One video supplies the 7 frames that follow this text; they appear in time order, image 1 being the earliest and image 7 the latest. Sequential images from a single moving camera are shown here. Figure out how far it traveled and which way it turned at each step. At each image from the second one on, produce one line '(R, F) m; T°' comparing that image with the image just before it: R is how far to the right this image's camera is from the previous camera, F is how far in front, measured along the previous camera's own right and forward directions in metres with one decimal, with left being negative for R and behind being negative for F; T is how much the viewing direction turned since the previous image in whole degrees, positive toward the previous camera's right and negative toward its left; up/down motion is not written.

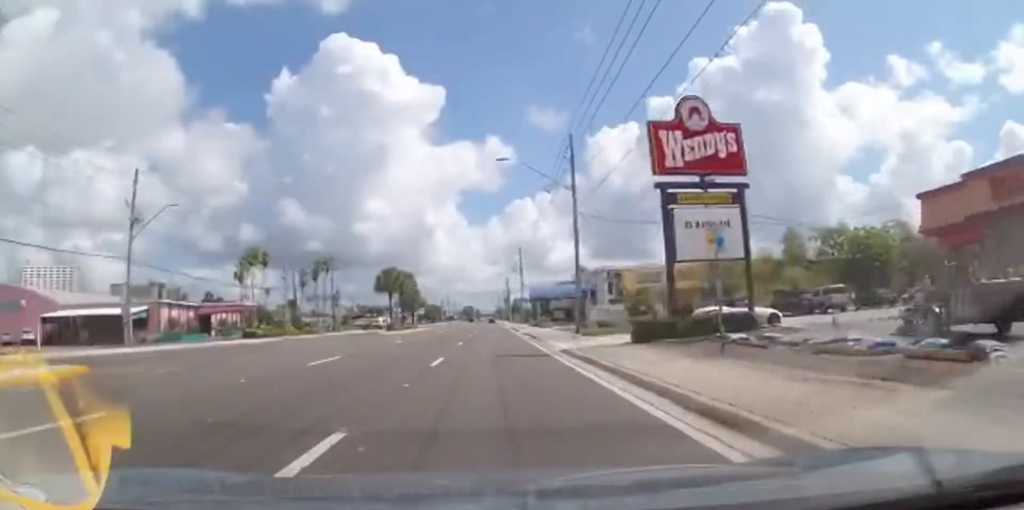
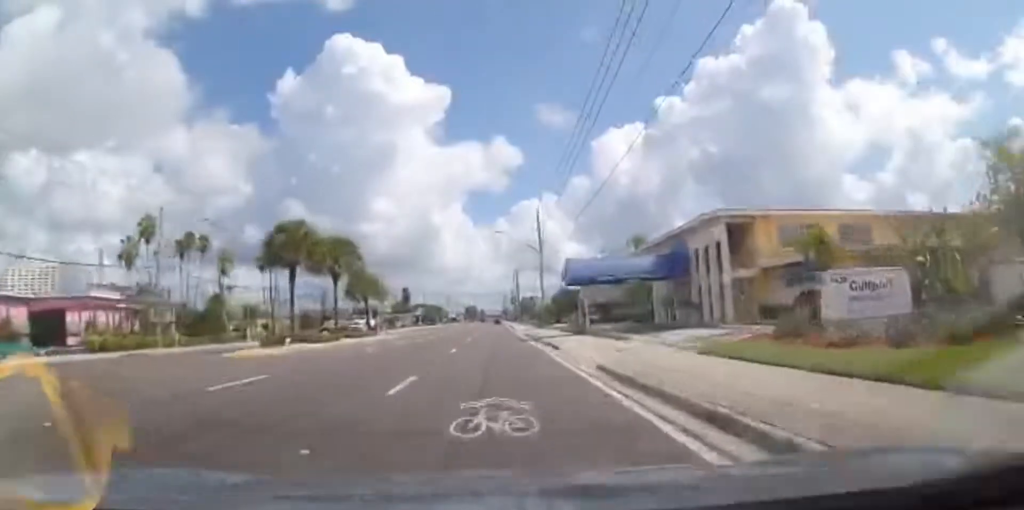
(-0.4, +31.5) m; -2°
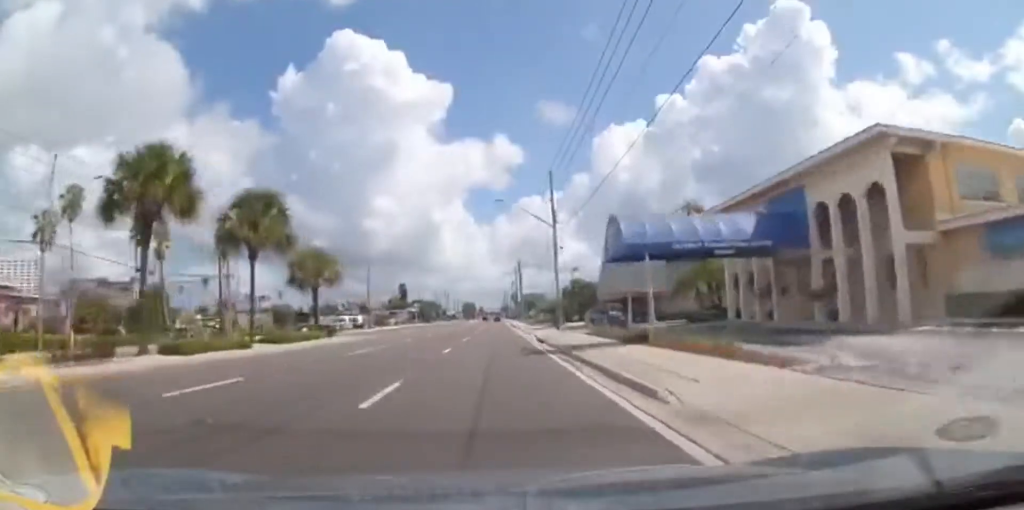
(-0.1, +14.2) m; 0°
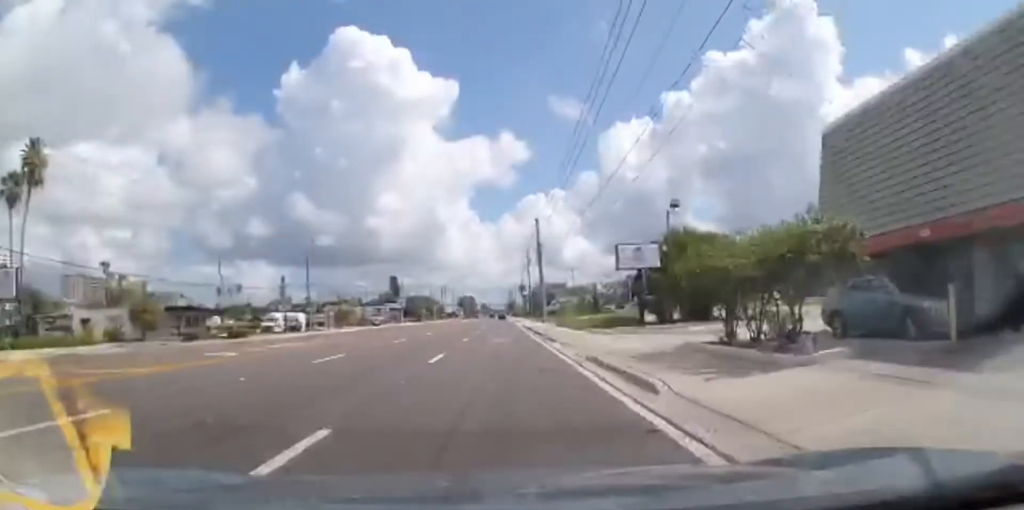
(+0.2, +43.4) m; 0°
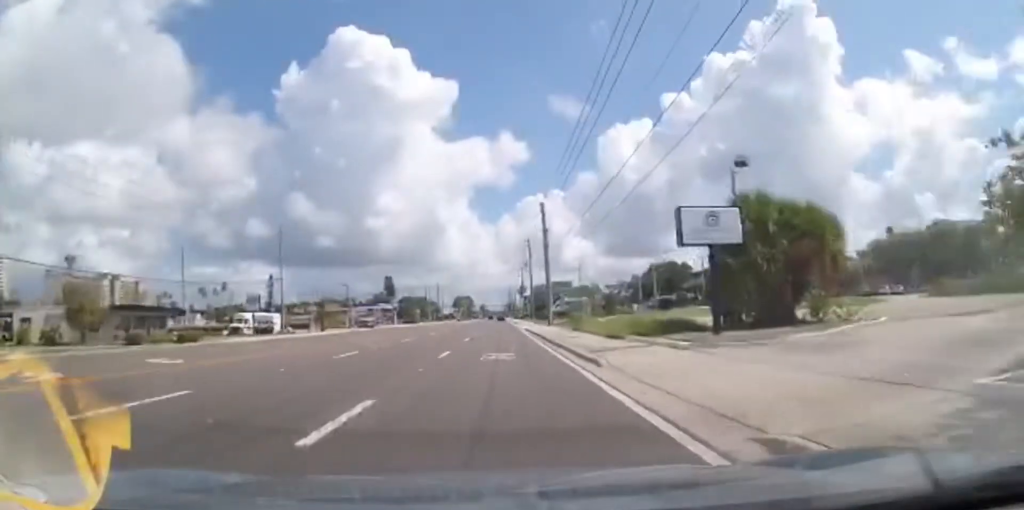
(+0.1, +10.4) m; 0°
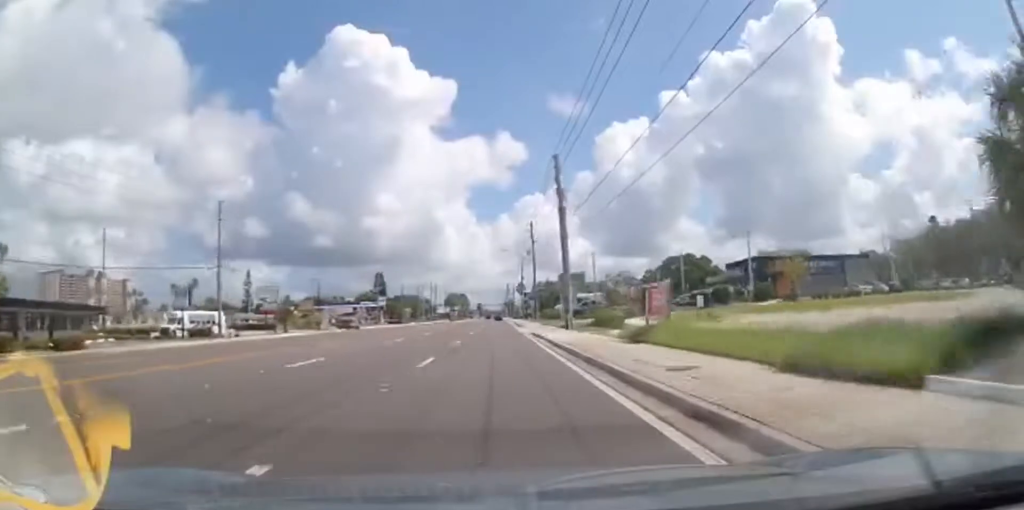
(-0.1, +16.9) m; 0°
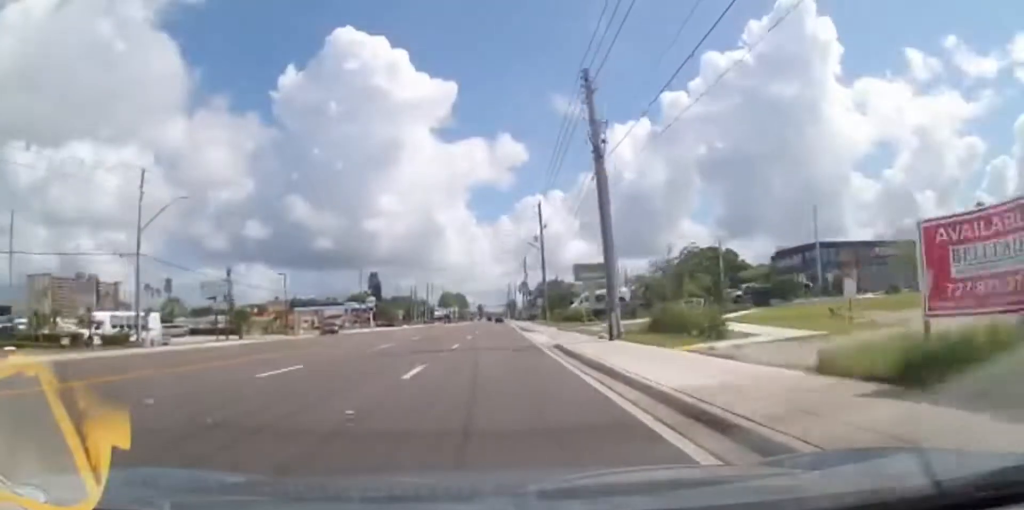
(+0.1, +14.8) m; 0°
